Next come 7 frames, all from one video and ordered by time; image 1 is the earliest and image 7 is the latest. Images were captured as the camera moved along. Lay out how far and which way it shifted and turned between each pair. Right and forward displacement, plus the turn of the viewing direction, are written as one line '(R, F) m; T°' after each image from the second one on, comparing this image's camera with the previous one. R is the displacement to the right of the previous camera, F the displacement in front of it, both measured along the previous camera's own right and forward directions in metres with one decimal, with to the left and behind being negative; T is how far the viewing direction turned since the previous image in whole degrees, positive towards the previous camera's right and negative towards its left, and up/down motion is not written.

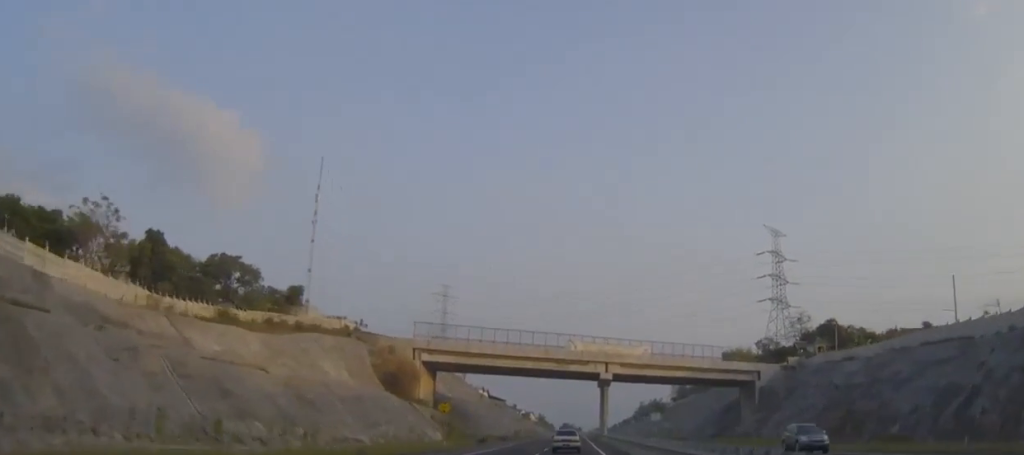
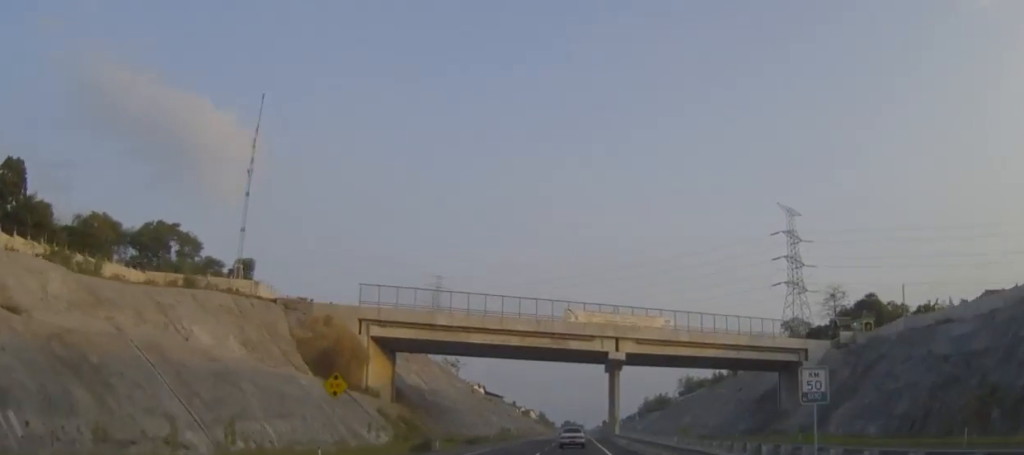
(0.0, +28.4) m; 0°
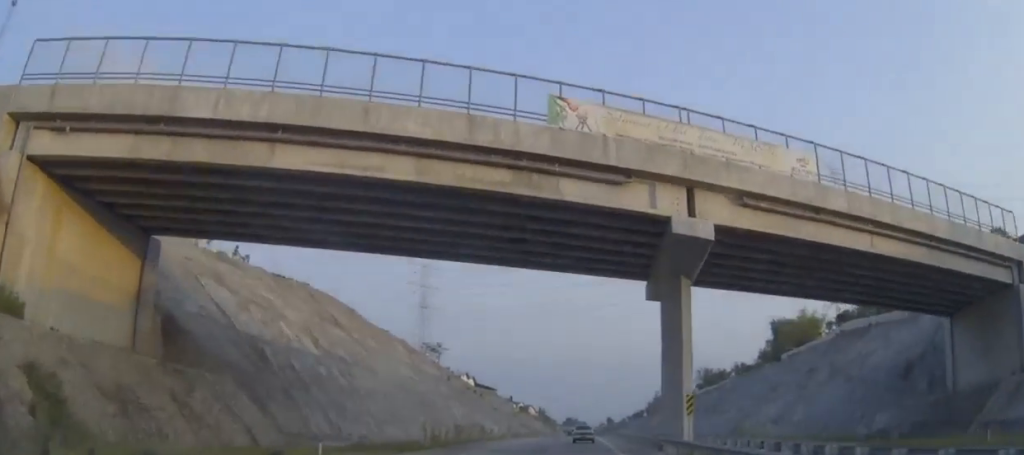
(-0.1, +58.0) m; 0°
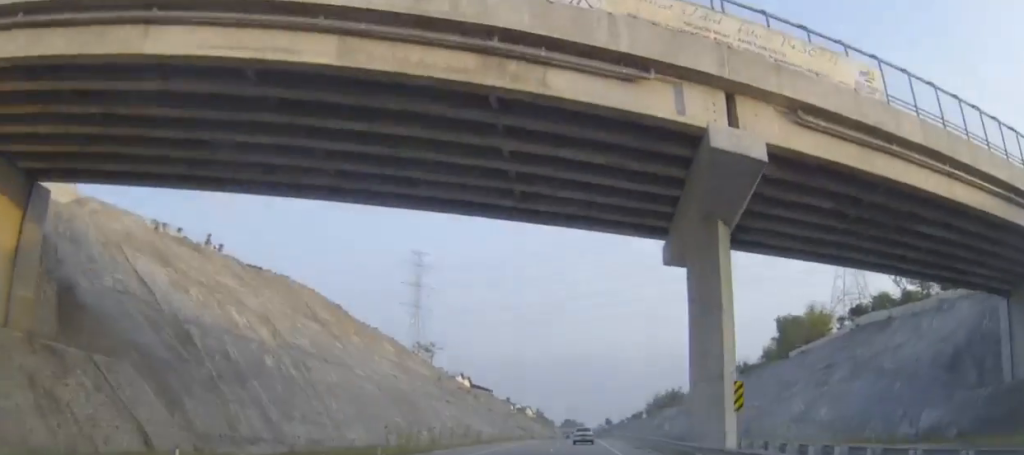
(+0.1, +10.7) m; 0°
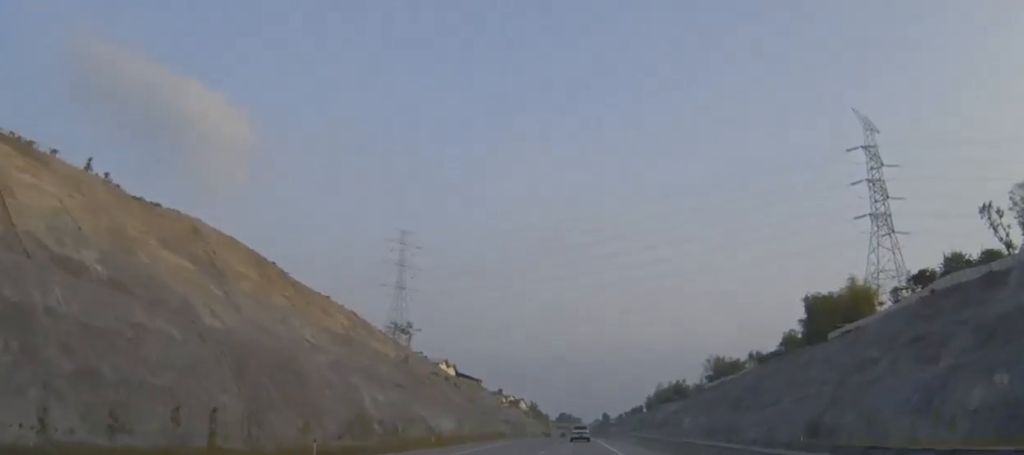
(-0.2, +37.2) m; 0°
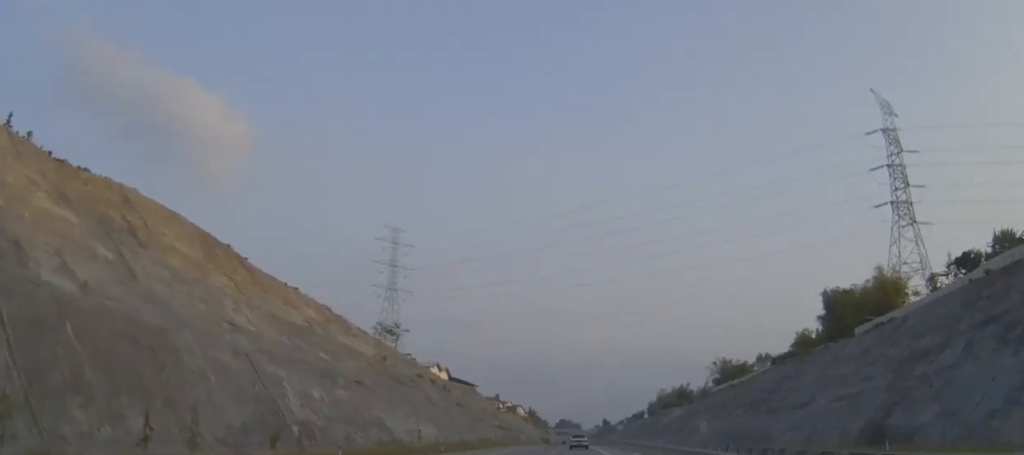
(+0.1, +19.1) m; 0°
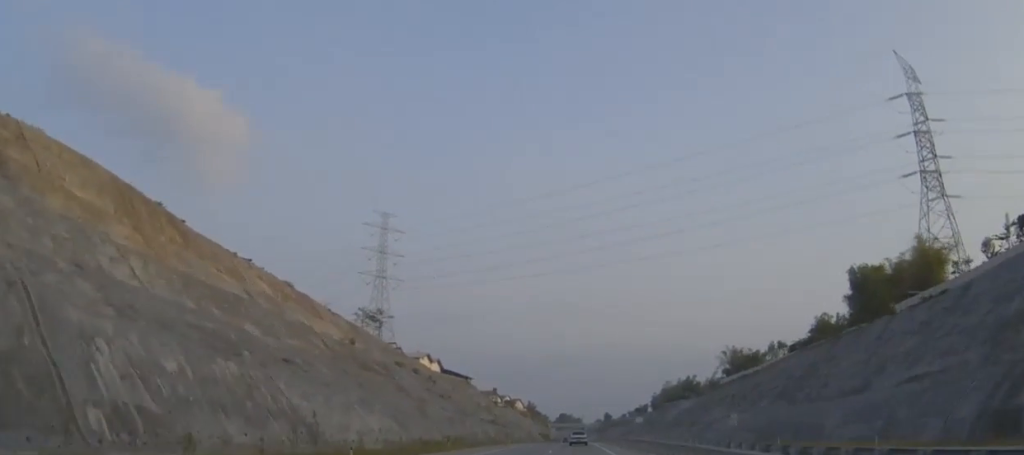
(+0.1, +22.4) m; 0°
